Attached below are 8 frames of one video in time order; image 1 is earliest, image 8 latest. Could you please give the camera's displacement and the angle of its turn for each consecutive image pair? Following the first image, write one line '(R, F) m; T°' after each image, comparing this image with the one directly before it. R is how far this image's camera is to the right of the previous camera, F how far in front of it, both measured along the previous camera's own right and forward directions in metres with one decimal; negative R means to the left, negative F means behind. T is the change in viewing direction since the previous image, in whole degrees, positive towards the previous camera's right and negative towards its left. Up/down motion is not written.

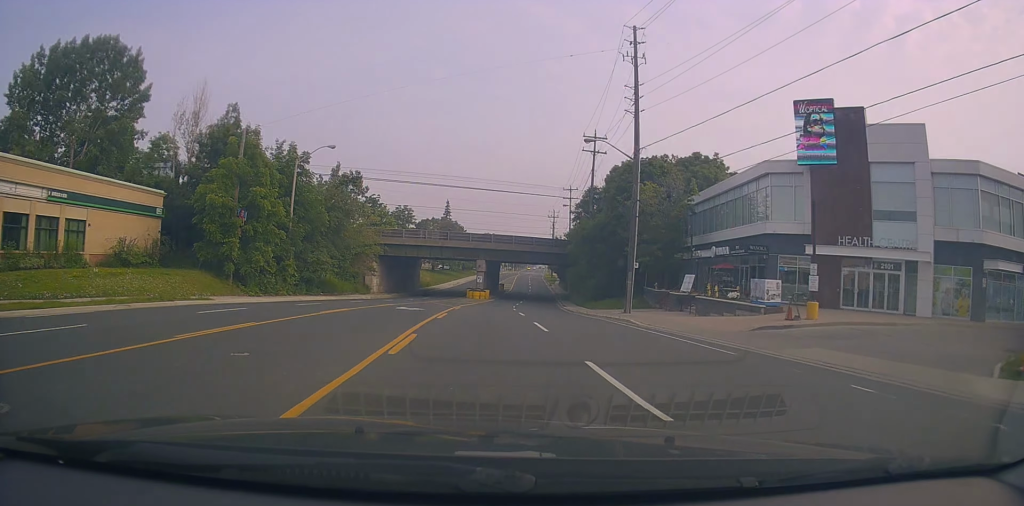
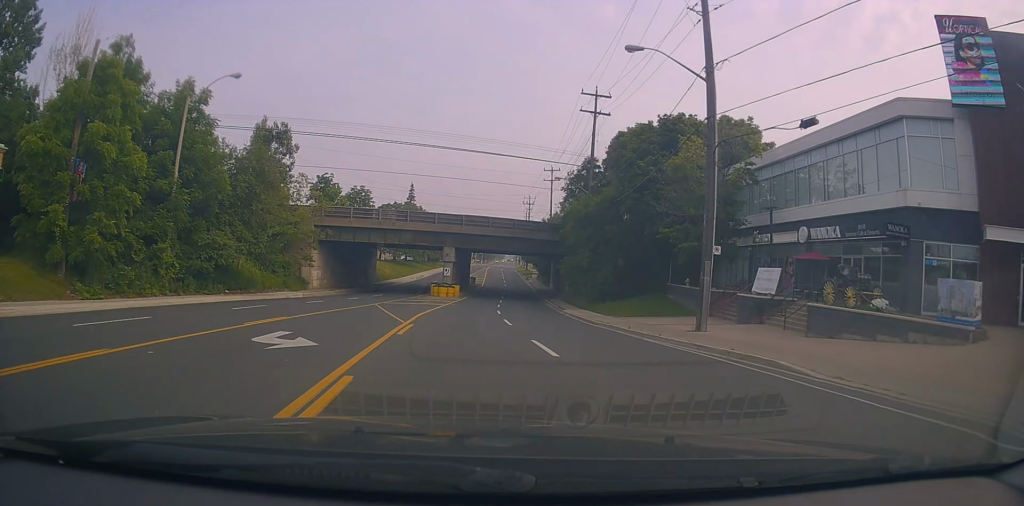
(+0.3, +14.9) m; +3°
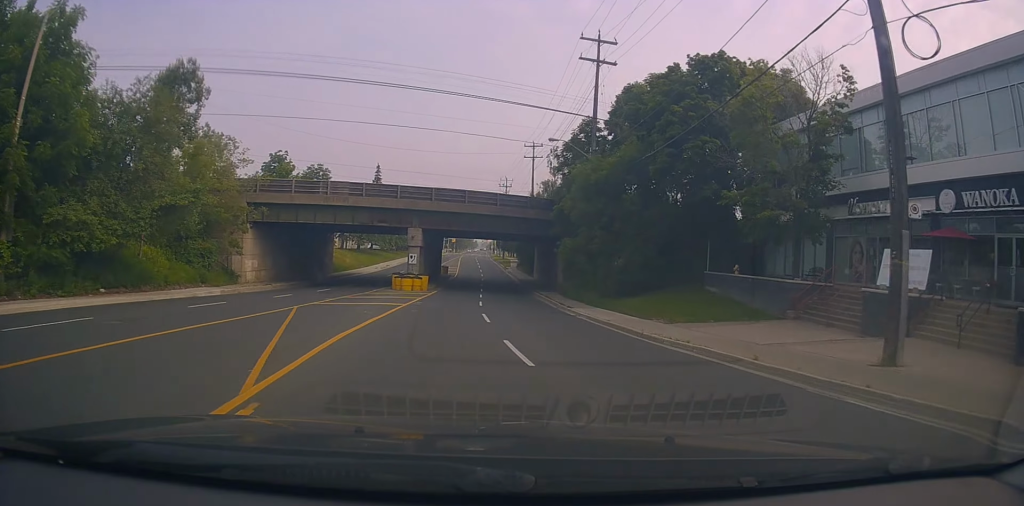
(+0.4, +11.3) m; +2°
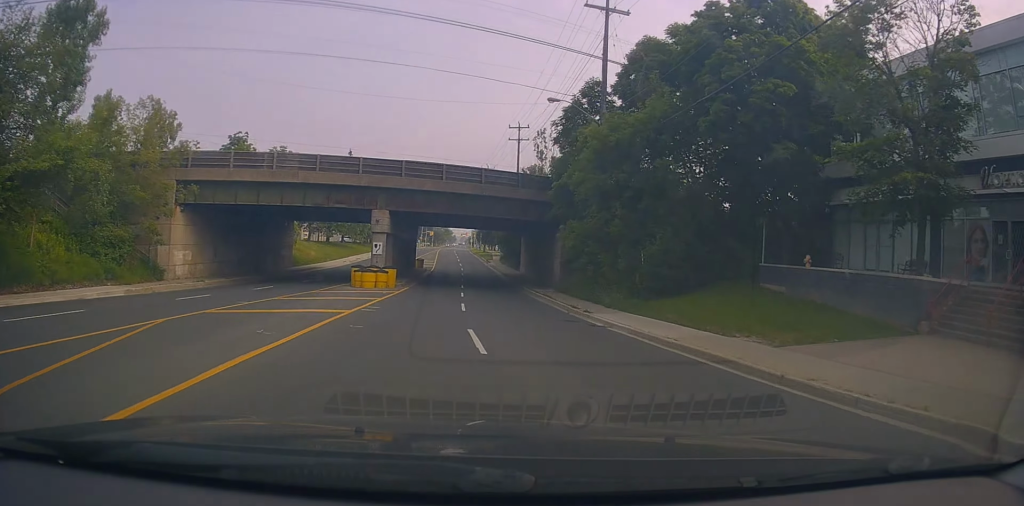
(0.0, +8.7) m; +1°
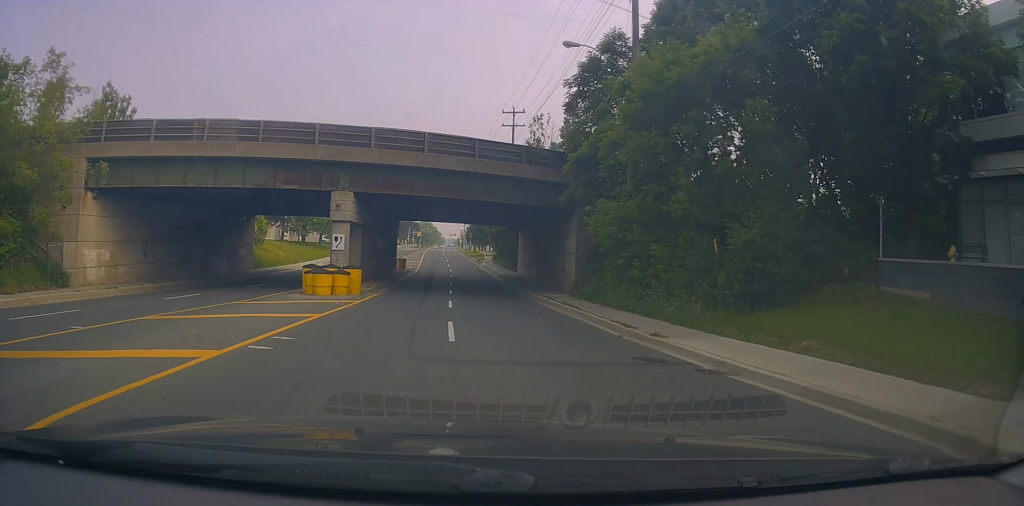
(+0.1, +8.7) m; +1°
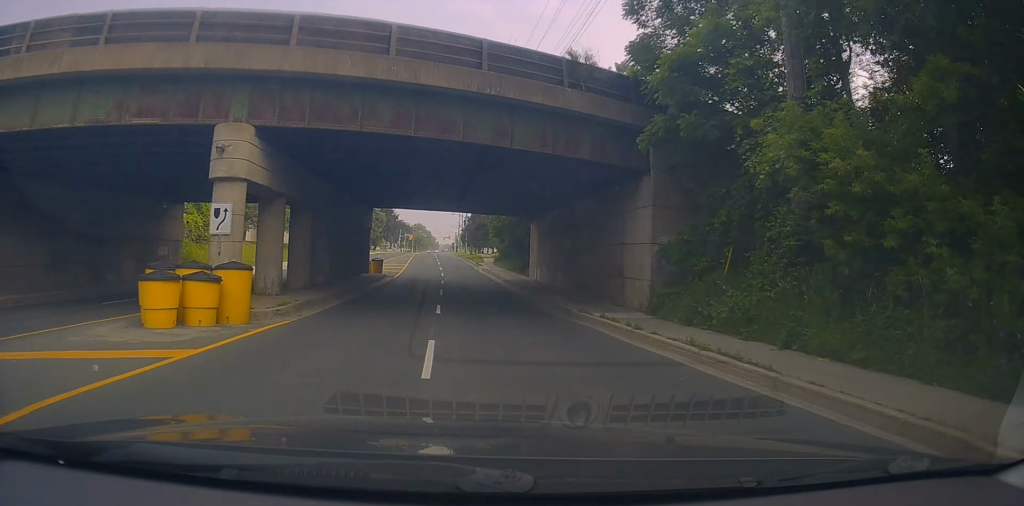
(+0.3, +13.1) m; +1°
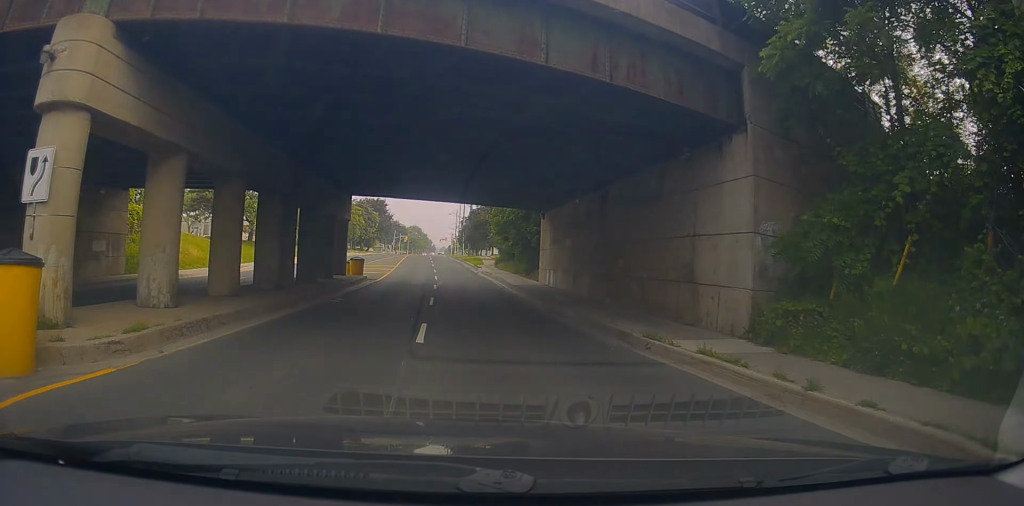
(-0.1, +6.9) m; +1°
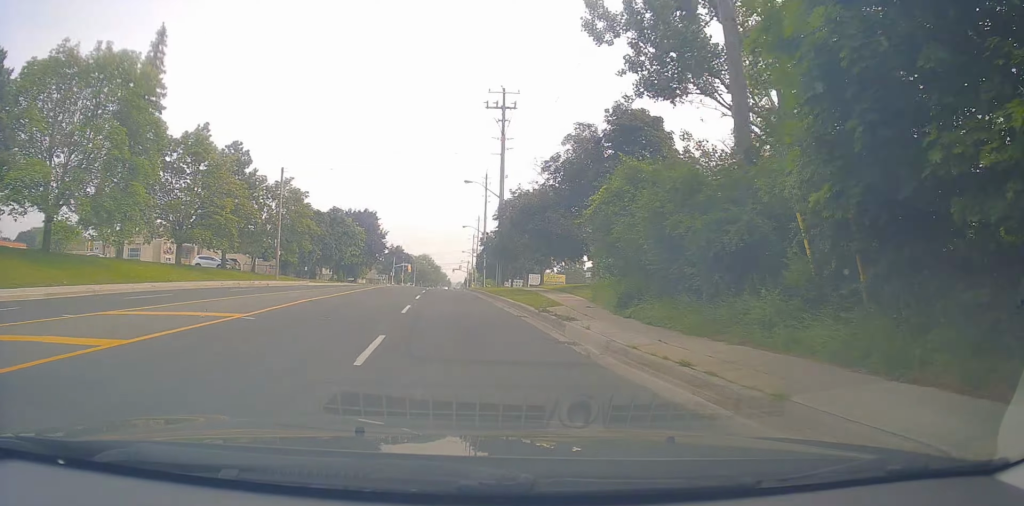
(-0.5, +39.6) m; -2°
